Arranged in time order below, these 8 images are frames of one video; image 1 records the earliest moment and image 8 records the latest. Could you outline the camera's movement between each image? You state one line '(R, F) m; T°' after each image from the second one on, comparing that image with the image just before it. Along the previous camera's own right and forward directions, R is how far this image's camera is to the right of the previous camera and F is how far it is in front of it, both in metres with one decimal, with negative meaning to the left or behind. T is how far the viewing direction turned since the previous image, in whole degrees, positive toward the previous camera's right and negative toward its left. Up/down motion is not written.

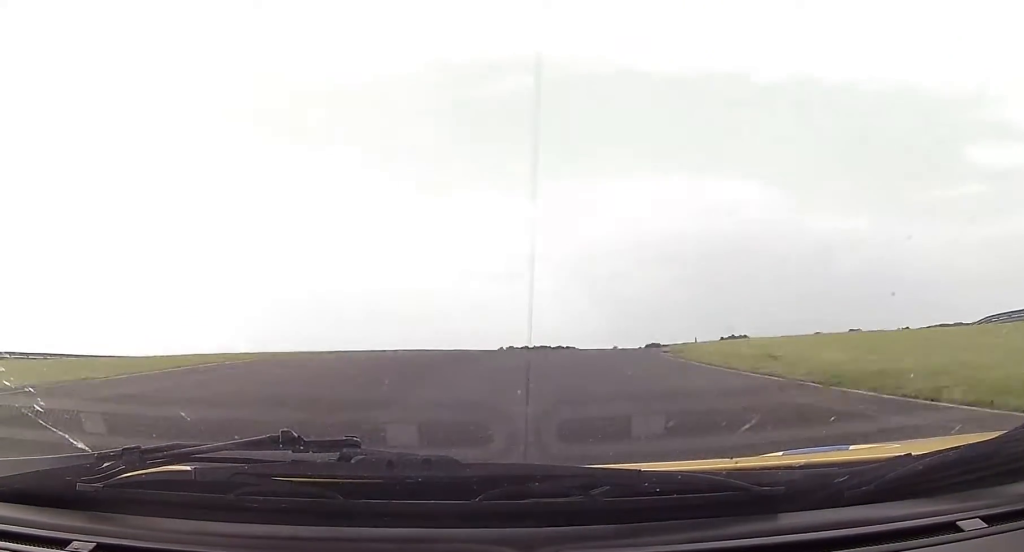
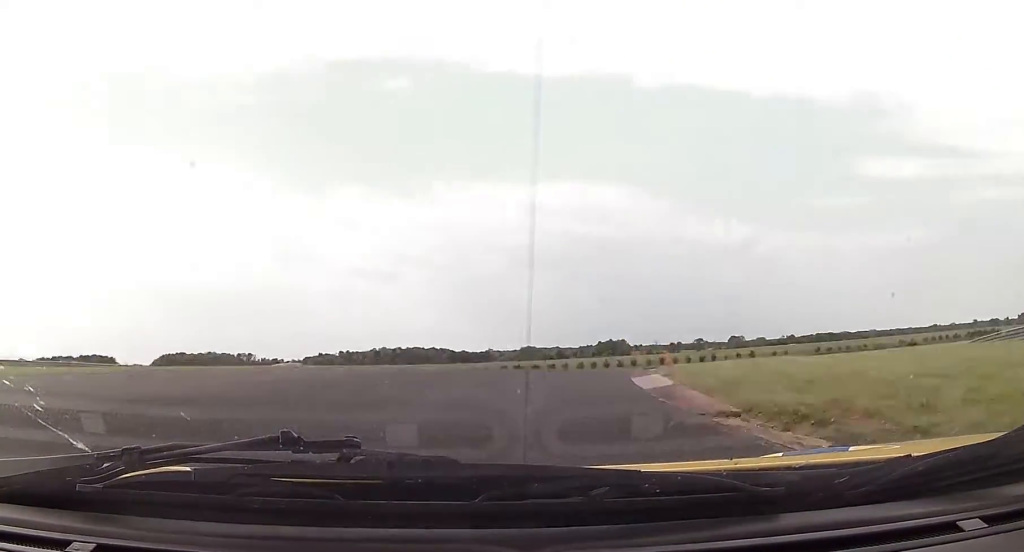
(+0.7, +15.8) m; +10°
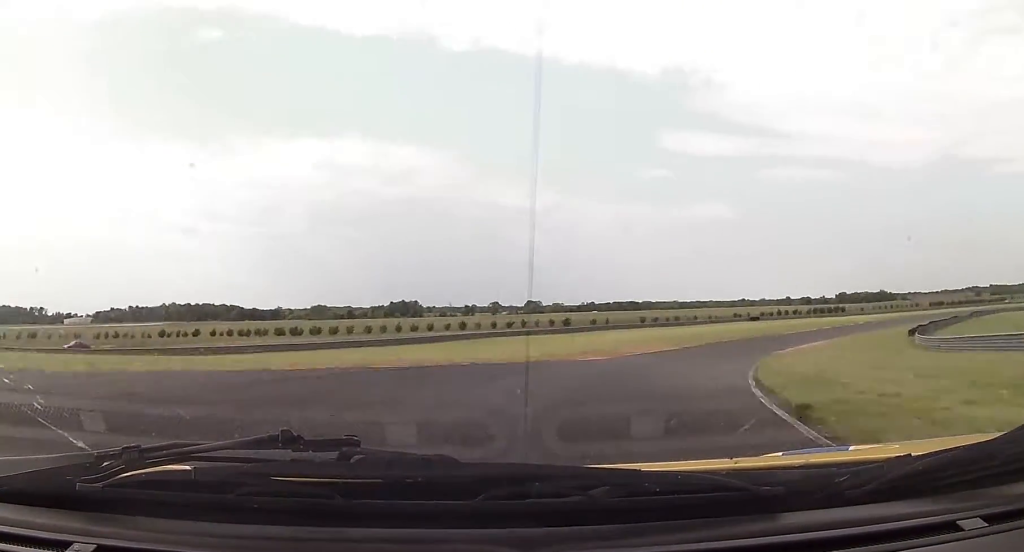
(+3.4, +26.2) m; +15°
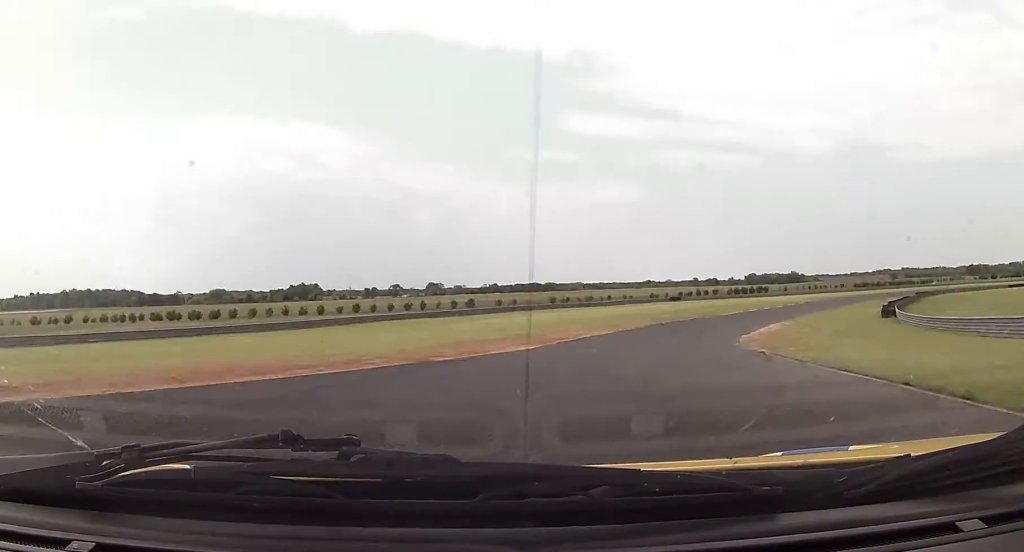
(+1.9, +14.6) m; +8°
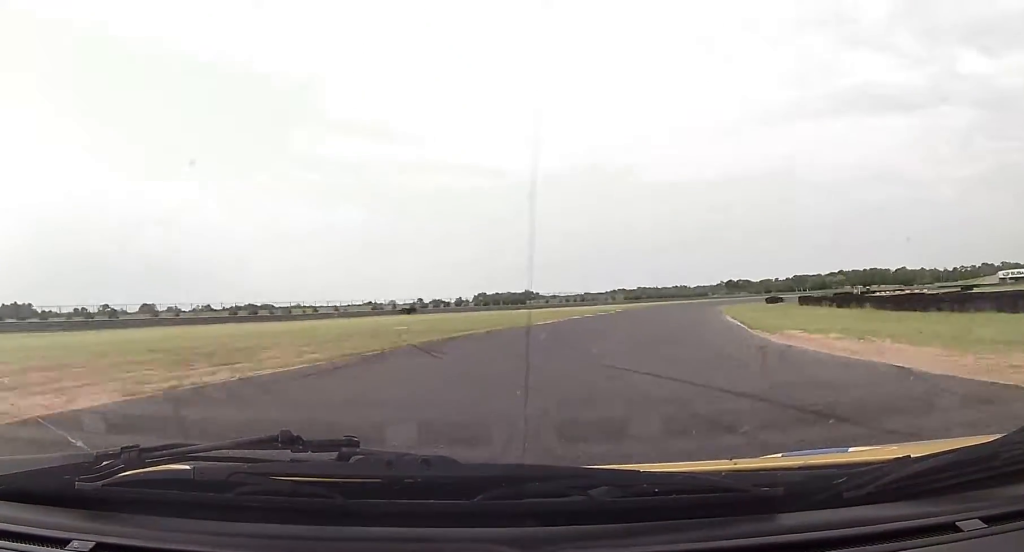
(+11.0, +49.4) m; +24°
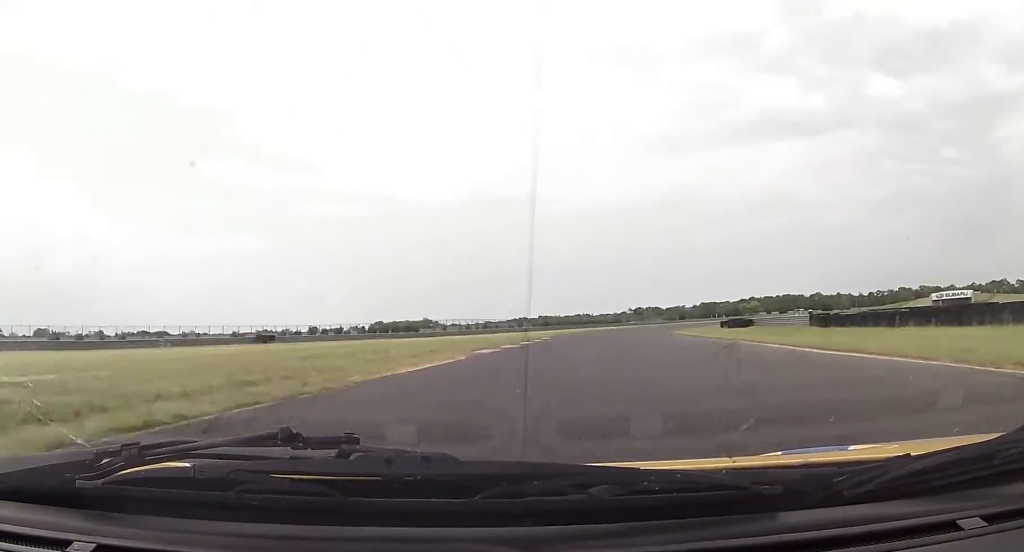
(+1.8, +25.5) m; +9°
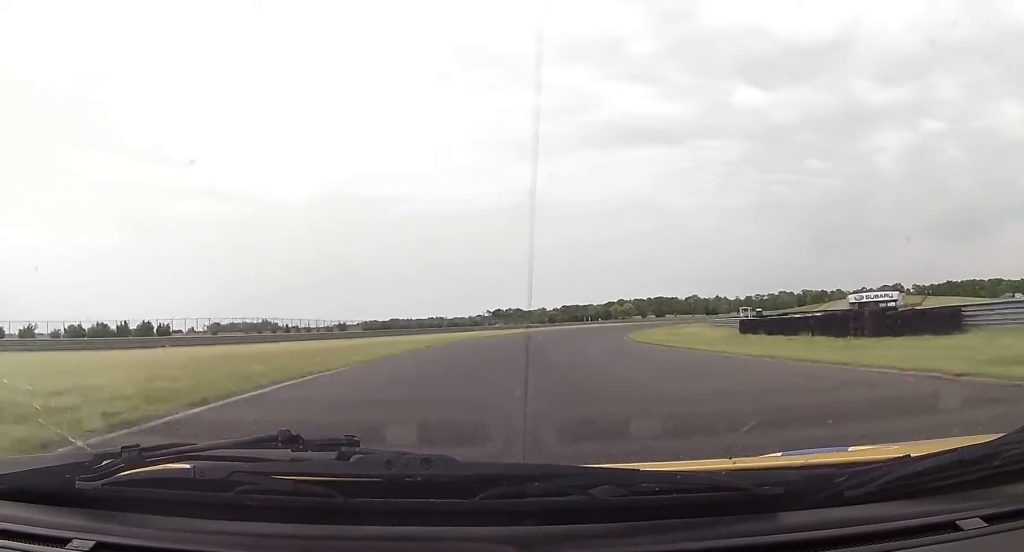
(+8.1, +57.3) m; +12°
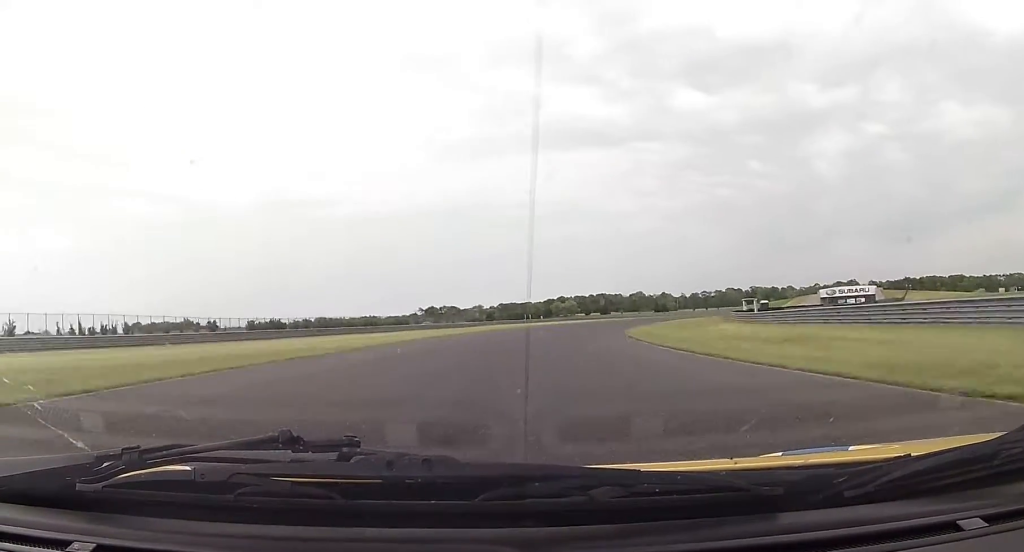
(+1.3, +34.3) m; +5°
